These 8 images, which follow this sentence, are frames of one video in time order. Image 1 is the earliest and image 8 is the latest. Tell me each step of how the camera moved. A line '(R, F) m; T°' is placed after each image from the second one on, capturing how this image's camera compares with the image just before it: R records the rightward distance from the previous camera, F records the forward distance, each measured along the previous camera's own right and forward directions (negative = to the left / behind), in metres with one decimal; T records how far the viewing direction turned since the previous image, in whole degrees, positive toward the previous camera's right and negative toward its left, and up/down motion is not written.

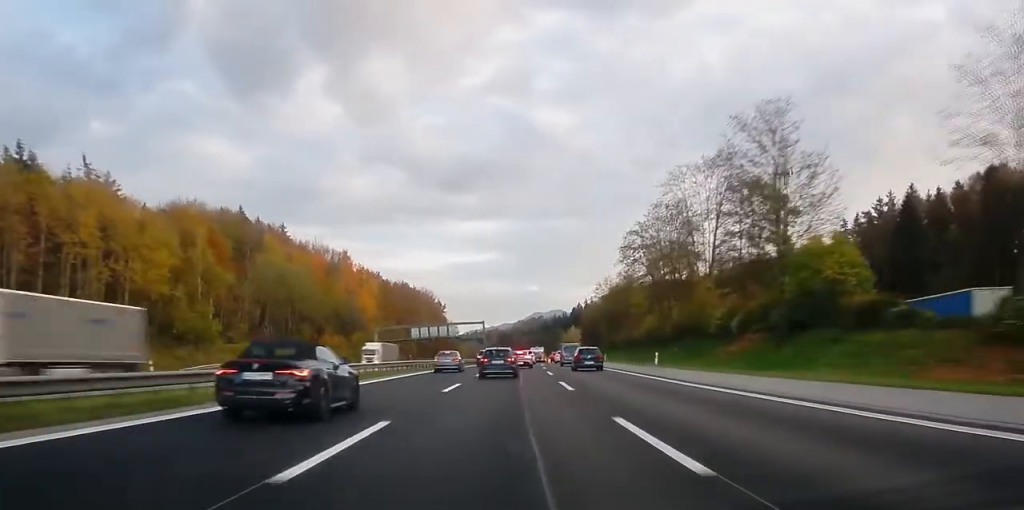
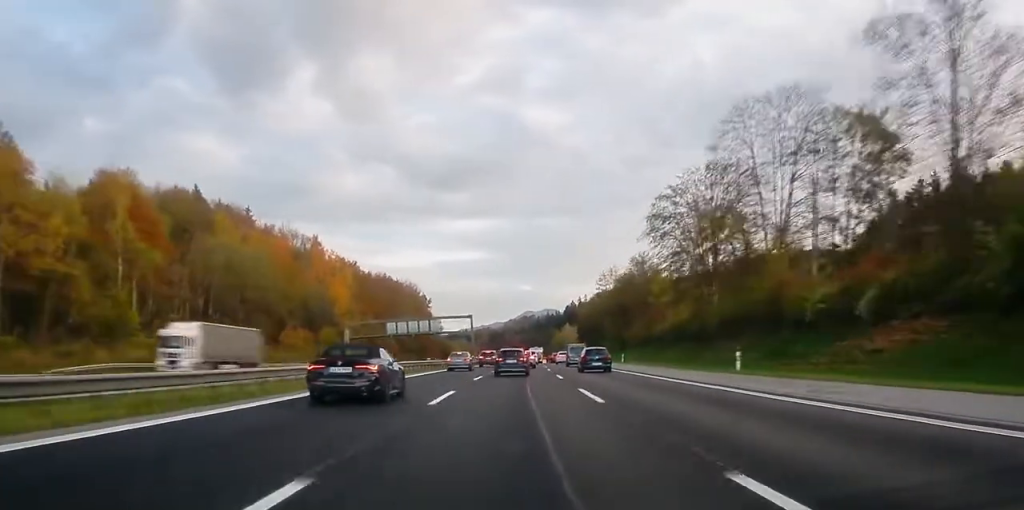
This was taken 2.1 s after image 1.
(-0.1, +24.5) m; +1°
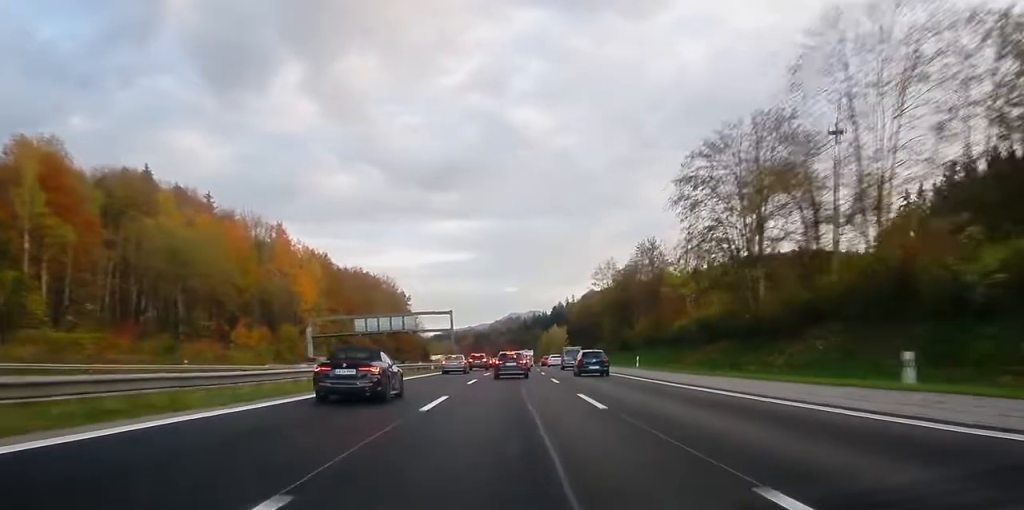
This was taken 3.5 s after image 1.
(+0.3, +17.4) m; 0°
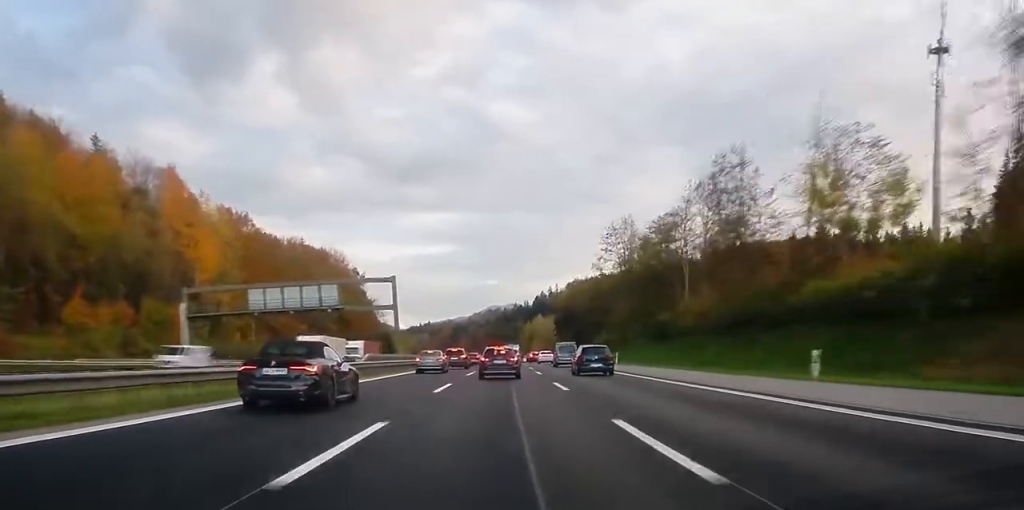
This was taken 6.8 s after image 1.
(+0.4, +38.7) m; +1°
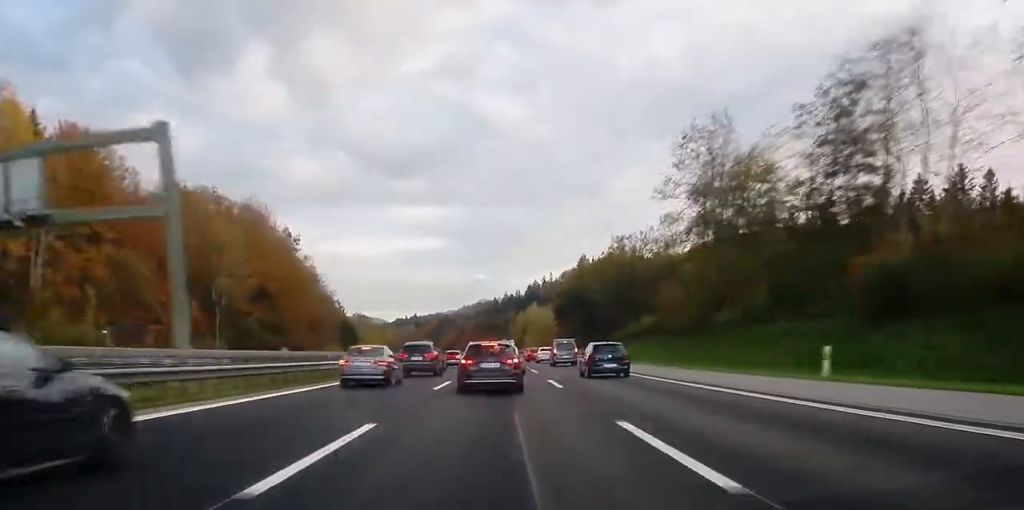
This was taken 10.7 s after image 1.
(+0.2, +43.3) m; +1°
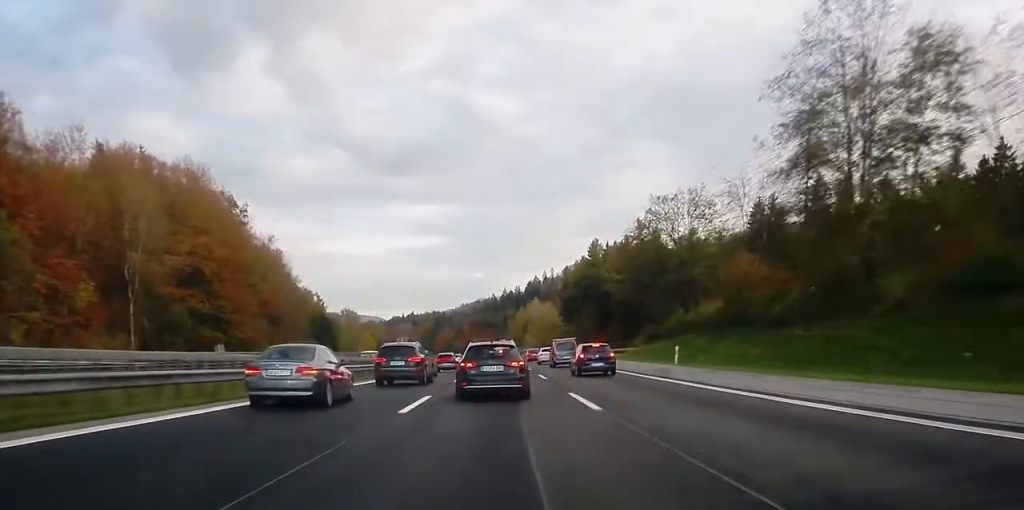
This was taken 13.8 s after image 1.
(+0.2, +28.4) m; 0°
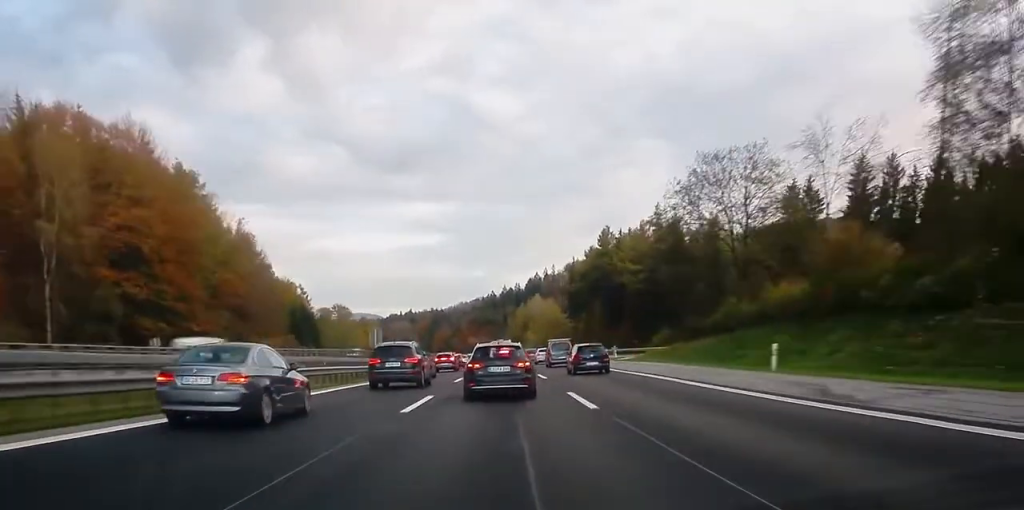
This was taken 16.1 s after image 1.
(0.0, +19.7) m; 0°
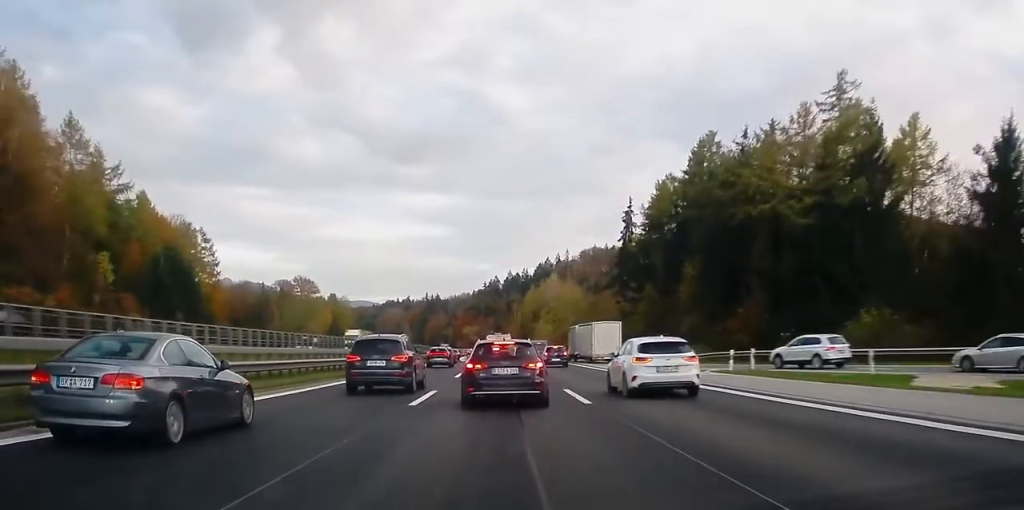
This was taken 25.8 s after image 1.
(+0.1, +67.7) m; -1°
